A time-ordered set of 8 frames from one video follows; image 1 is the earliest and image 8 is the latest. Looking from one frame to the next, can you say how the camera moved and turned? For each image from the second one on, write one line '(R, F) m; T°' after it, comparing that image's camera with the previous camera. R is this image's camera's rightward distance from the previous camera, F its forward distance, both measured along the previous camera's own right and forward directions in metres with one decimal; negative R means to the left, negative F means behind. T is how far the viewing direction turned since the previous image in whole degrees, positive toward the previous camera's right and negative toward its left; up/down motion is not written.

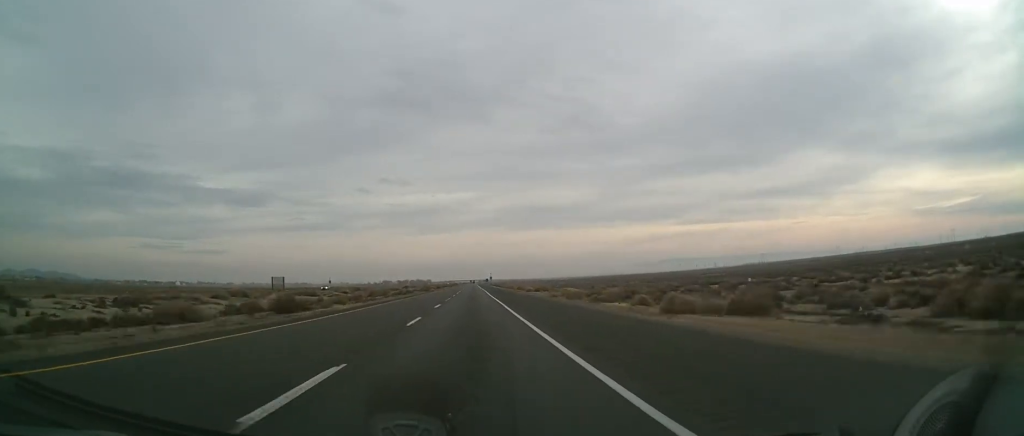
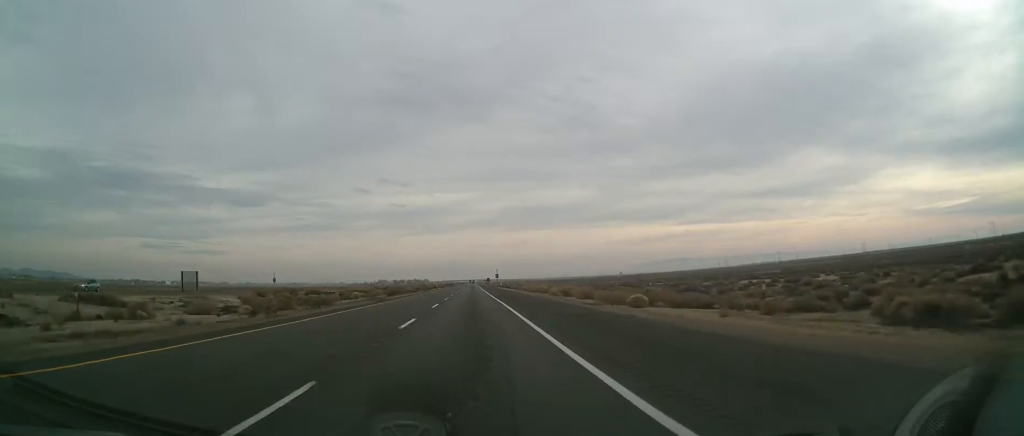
(+0.6, +60.3) m; +1°
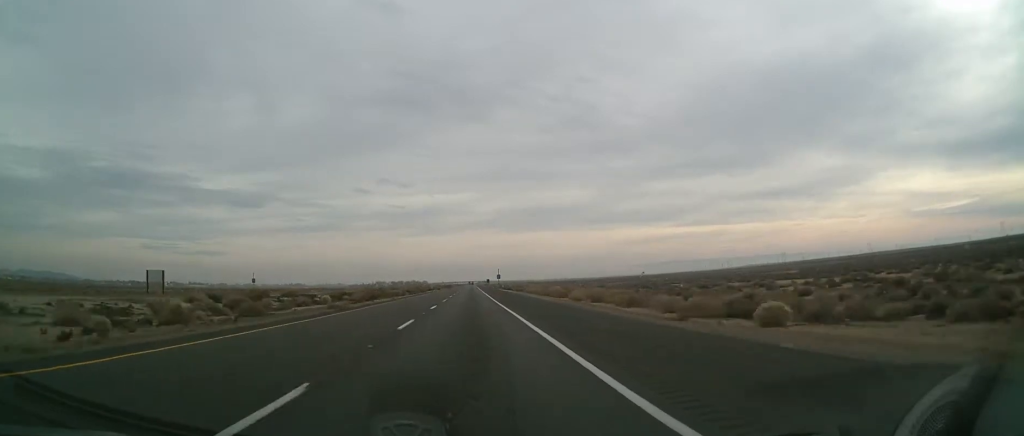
(0.0, +14.7) m; 0°
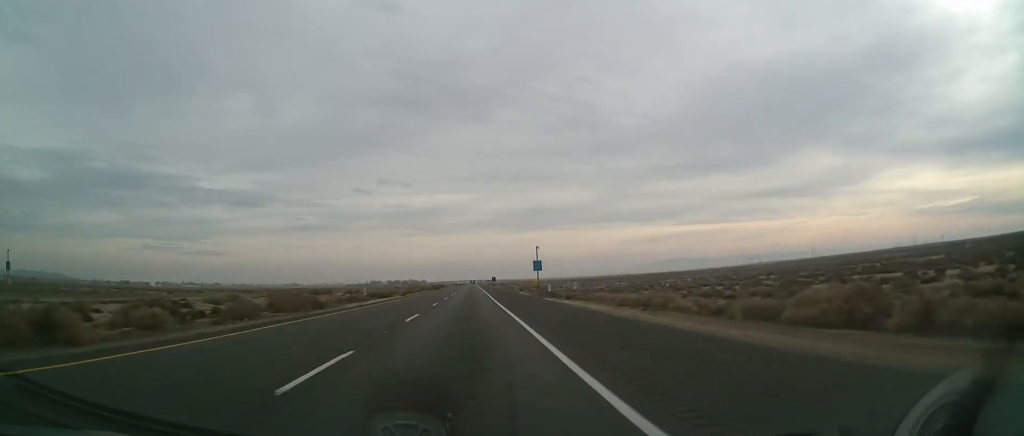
(0.0, +83.5) m; -1°
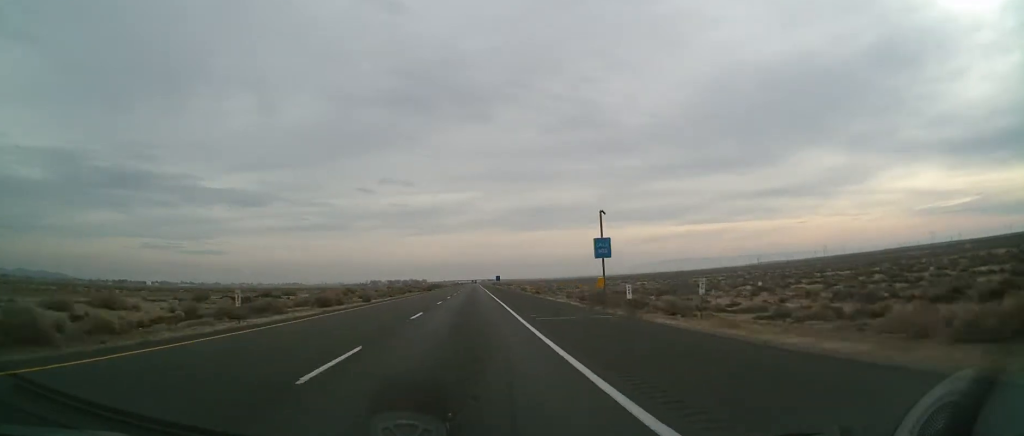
(-0.4, +28.2) m; 0°
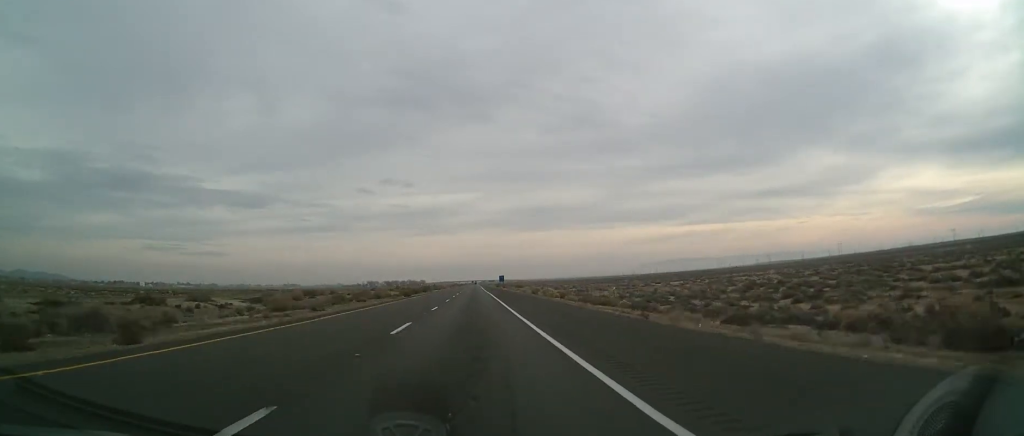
(+0.3, +35.4) m; 0°
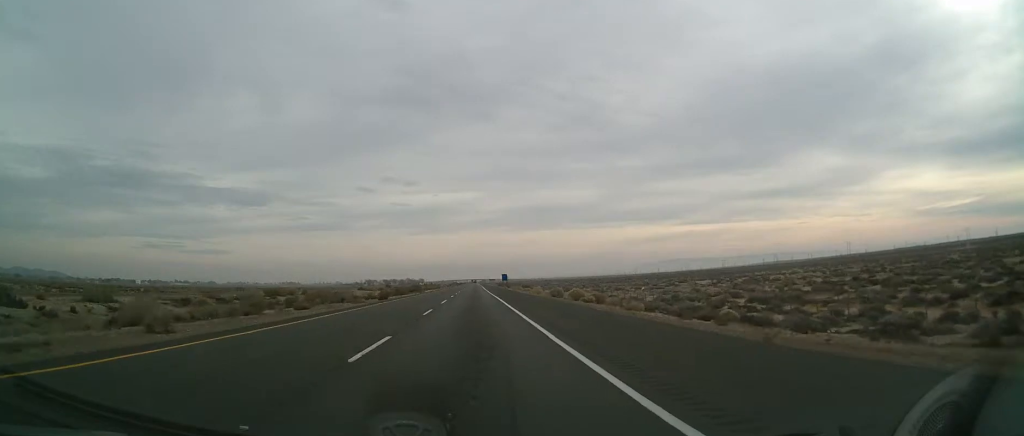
(0.0, +20.7) m; 0°
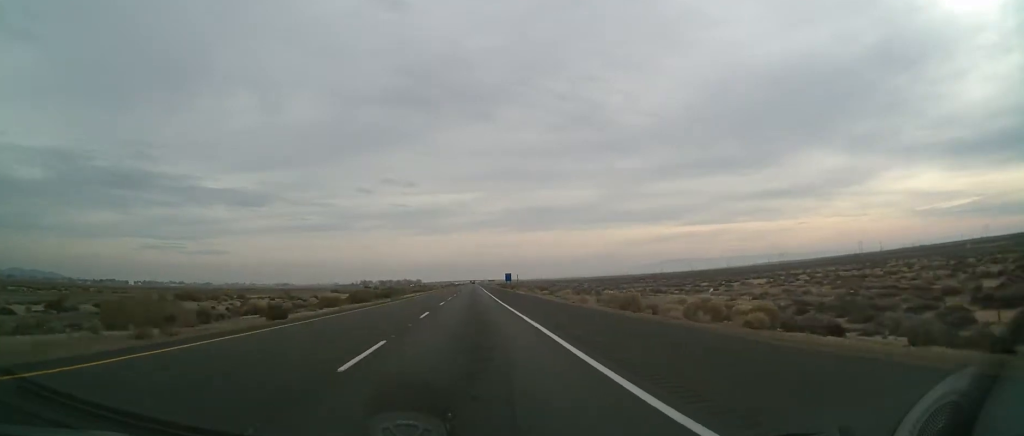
(-0.1, +30.3) m; 0°
